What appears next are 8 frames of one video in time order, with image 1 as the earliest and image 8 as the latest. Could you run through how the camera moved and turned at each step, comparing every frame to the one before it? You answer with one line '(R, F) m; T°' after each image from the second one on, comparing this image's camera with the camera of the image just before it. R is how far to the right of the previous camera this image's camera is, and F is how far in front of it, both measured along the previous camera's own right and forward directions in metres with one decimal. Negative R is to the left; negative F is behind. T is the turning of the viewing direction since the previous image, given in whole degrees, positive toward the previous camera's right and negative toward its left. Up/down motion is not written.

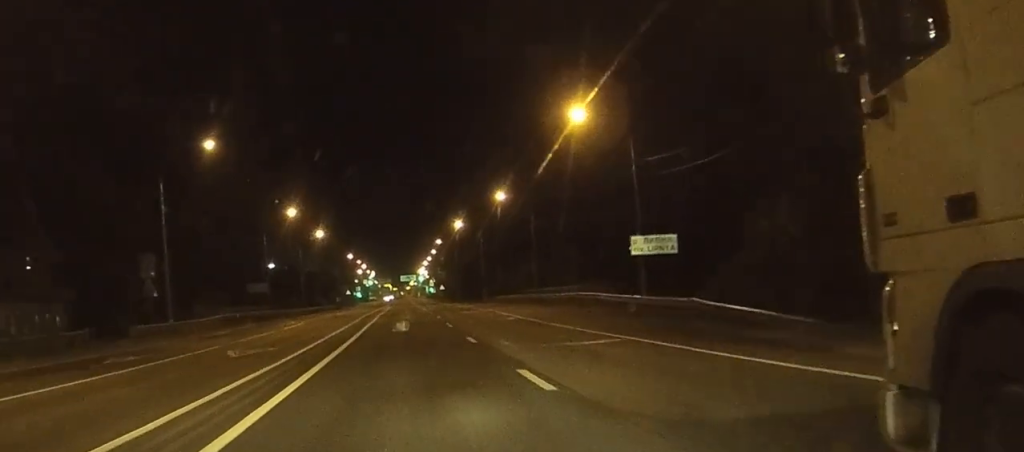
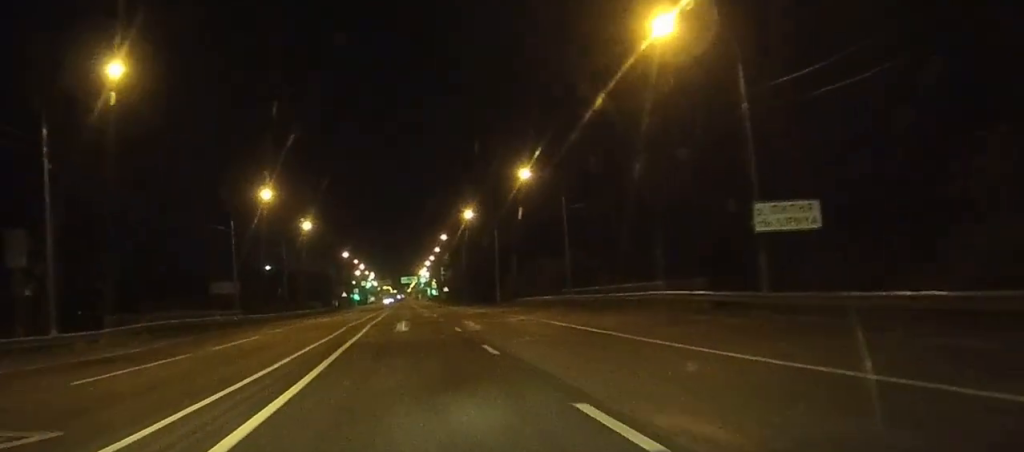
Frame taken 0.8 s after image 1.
(0.0, +16.6) m; 0°
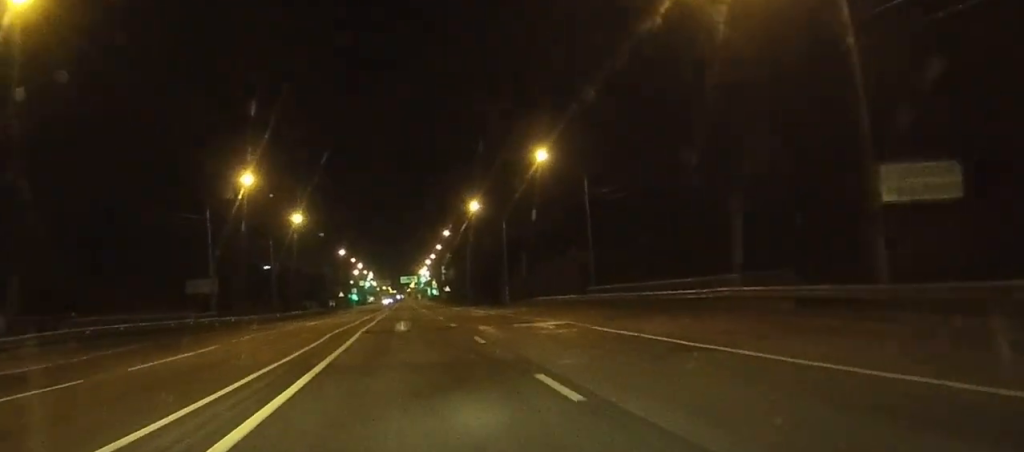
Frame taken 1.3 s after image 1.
(0.0, +8.7) m; 0°
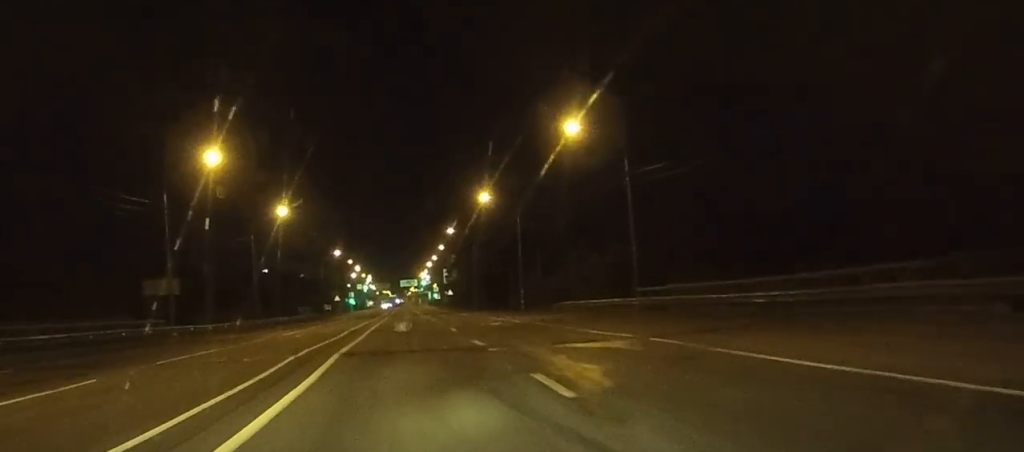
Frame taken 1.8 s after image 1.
(0.0, +11.4) m; 0°
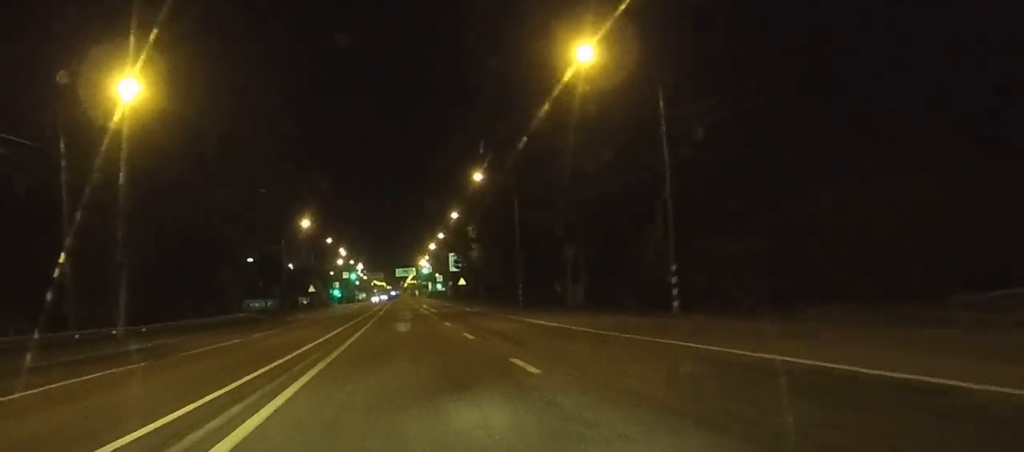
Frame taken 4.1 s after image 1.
(+0.3, +45.4) m; +1°
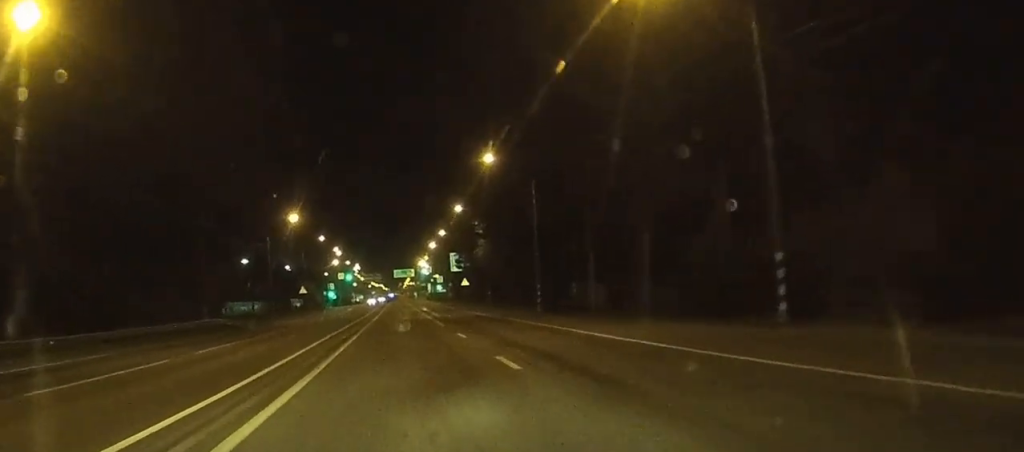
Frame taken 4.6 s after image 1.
(0.0, +10.2) m; 0°
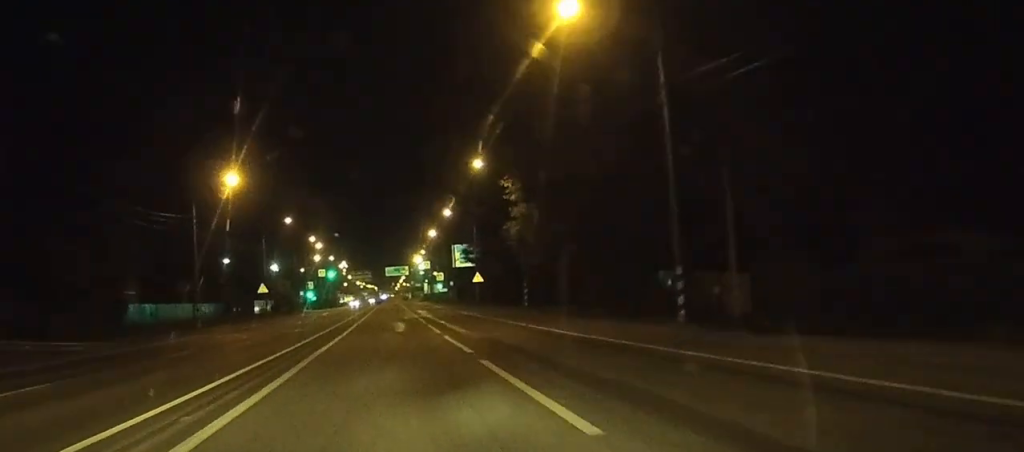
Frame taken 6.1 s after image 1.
(0.0, +31.5) m; 0°
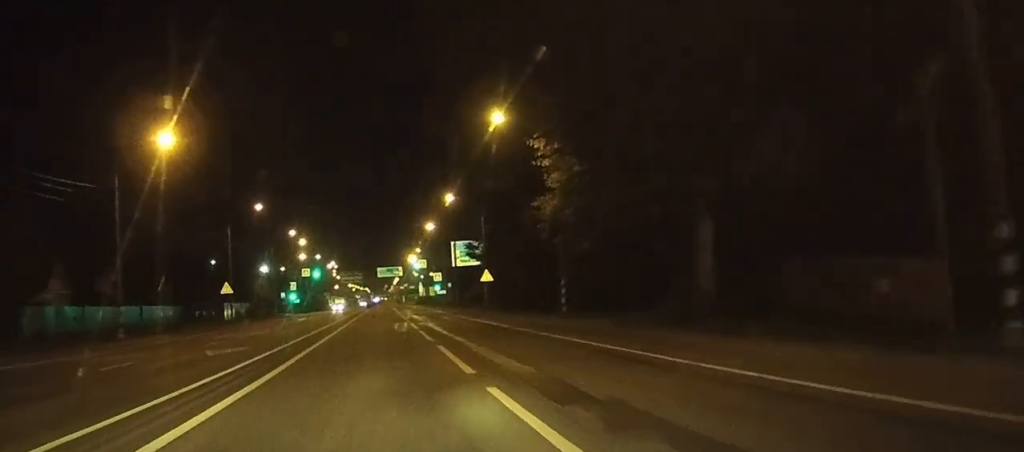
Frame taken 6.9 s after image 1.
(0.0, +16.5) m; 0°
